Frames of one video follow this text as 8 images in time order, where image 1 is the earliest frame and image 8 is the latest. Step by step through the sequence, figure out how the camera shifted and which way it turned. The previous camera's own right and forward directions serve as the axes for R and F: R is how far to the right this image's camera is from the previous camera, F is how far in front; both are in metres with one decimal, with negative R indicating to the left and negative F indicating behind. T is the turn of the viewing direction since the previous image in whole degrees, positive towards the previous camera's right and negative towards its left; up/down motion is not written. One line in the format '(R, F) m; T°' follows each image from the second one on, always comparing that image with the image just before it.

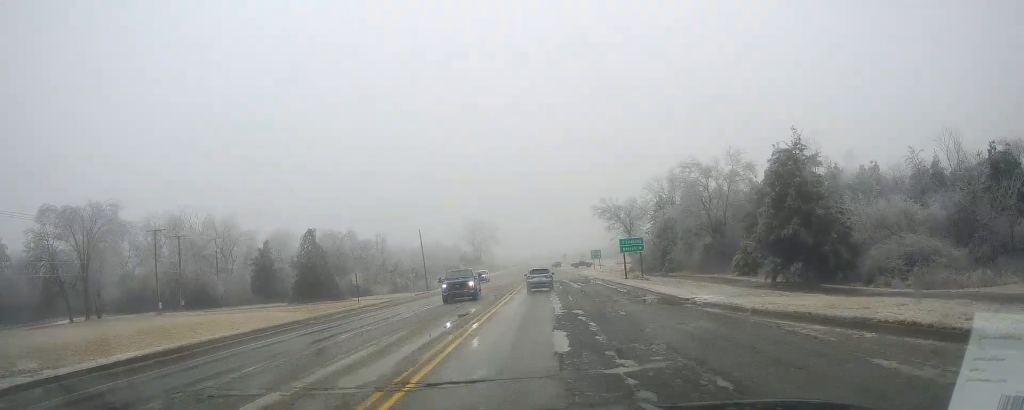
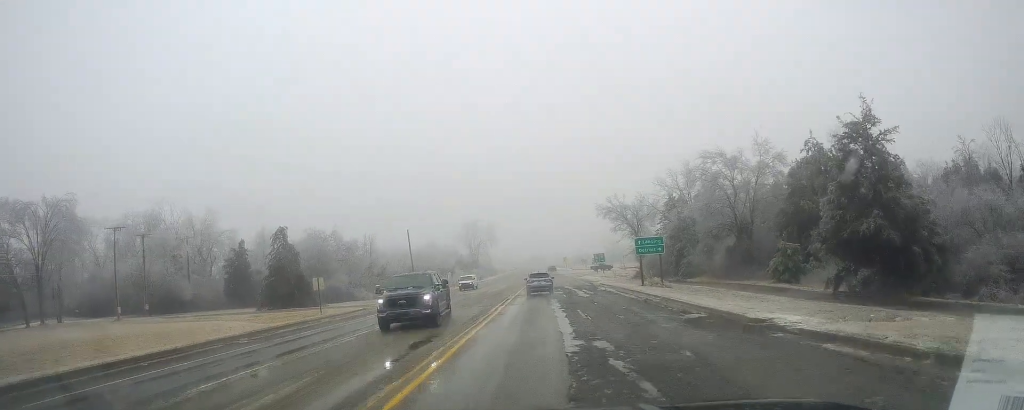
(+0.2, +8.2) m; 0°
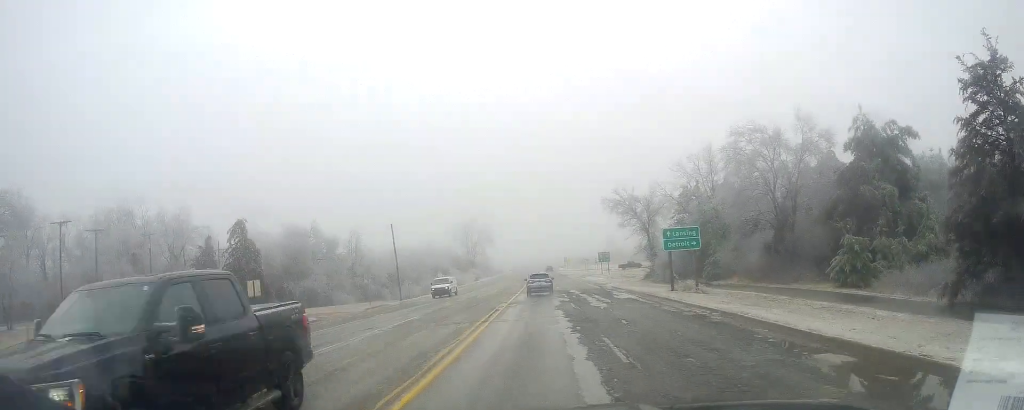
(0.0, +9.3) m; 0°
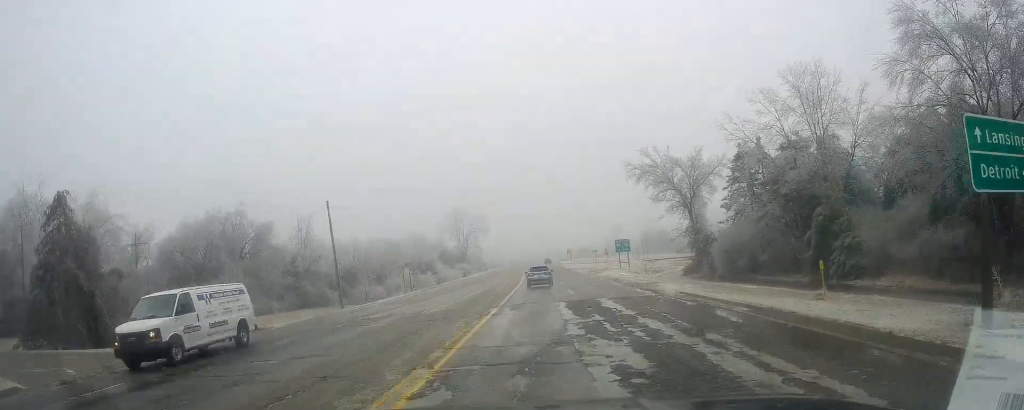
(+0.1, +23.7) m; +1°
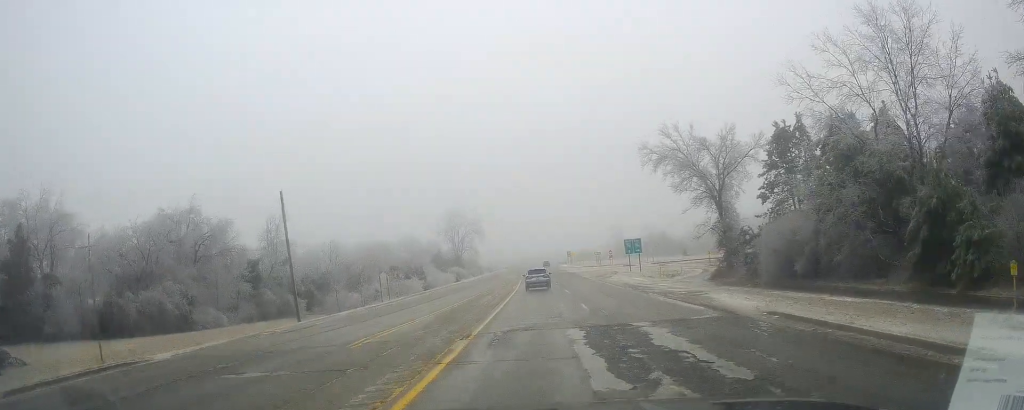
(0.0, +10.1) m; -1°
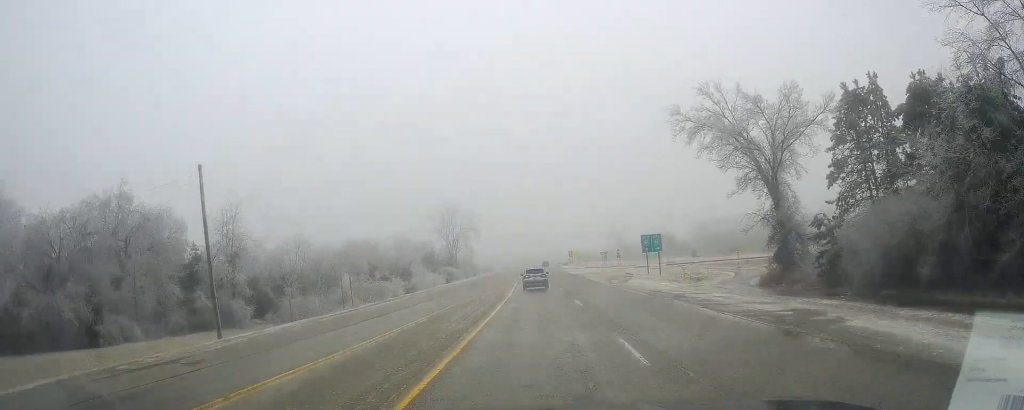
(-0.1, +11.9) m; 0°
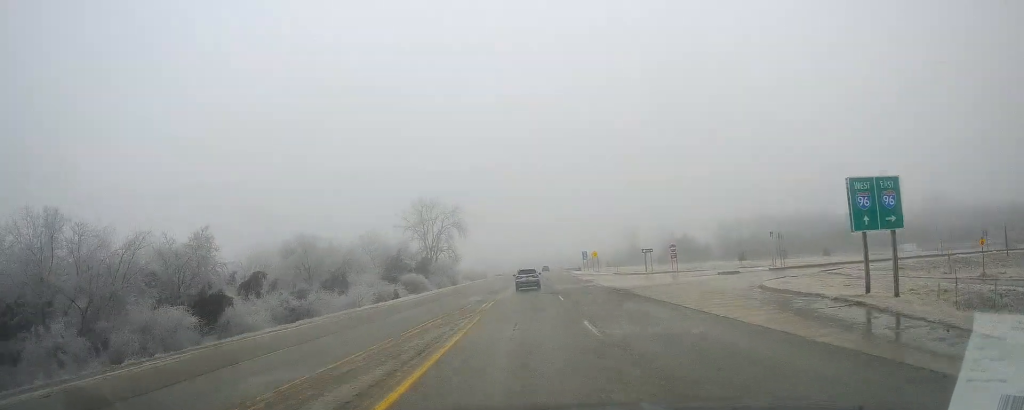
(+1.1, +40.3) m; 0°
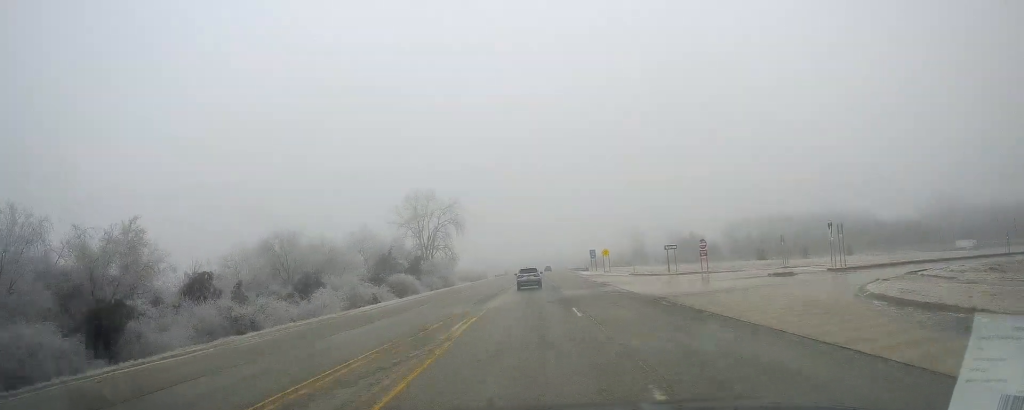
(-0.3, +10.0) m; -1°
